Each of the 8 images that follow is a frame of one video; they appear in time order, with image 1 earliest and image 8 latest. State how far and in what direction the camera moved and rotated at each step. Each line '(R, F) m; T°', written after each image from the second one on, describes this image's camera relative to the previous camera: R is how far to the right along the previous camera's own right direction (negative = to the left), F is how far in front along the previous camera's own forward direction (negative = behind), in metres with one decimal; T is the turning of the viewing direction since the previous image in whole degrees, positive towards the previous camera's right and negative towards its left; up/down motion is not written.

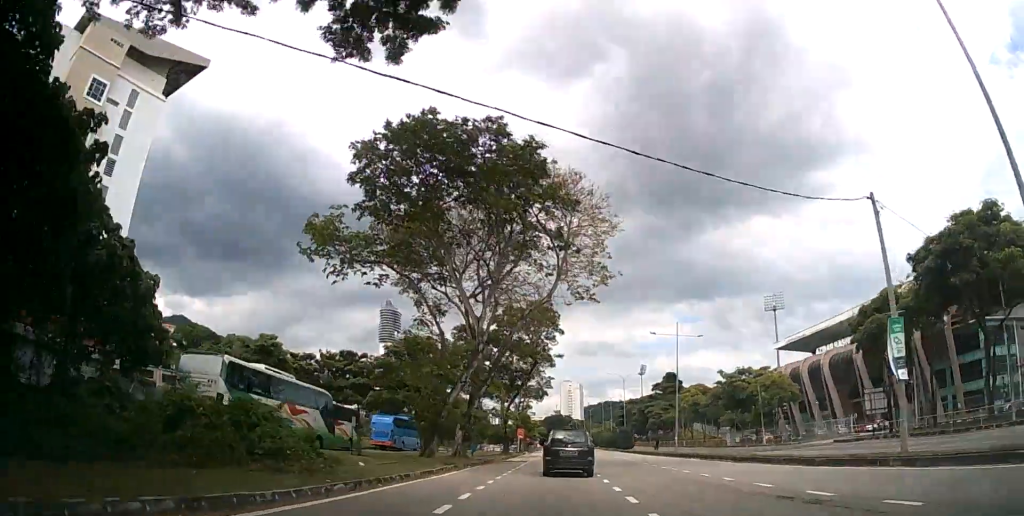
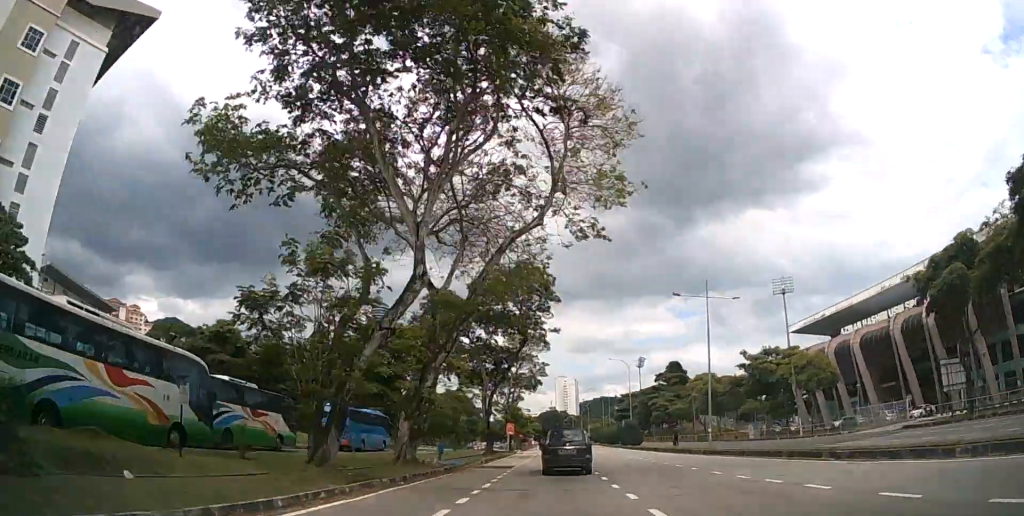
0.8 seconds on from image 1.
(0.0, +12.0) m; 0°
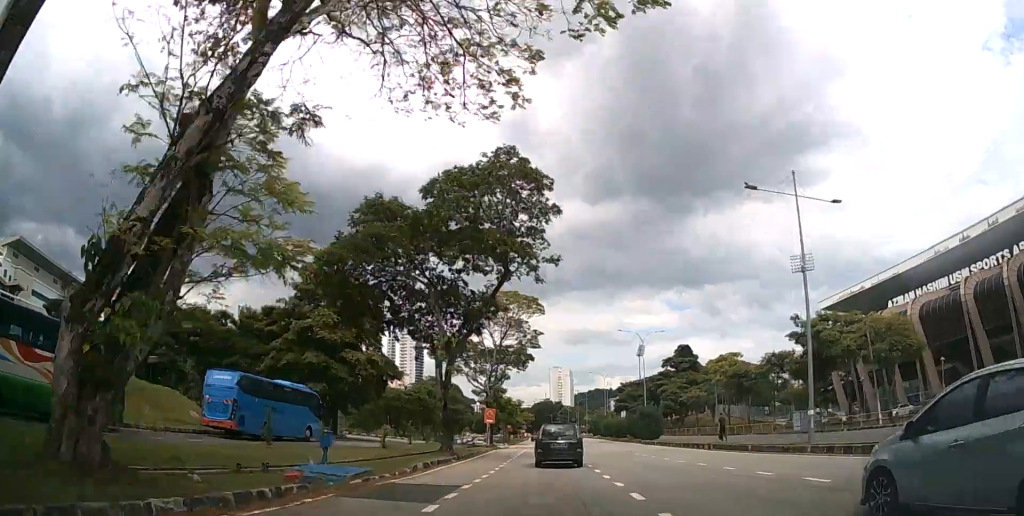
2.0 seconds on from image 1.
(+0.1, +16.3) m; +1°
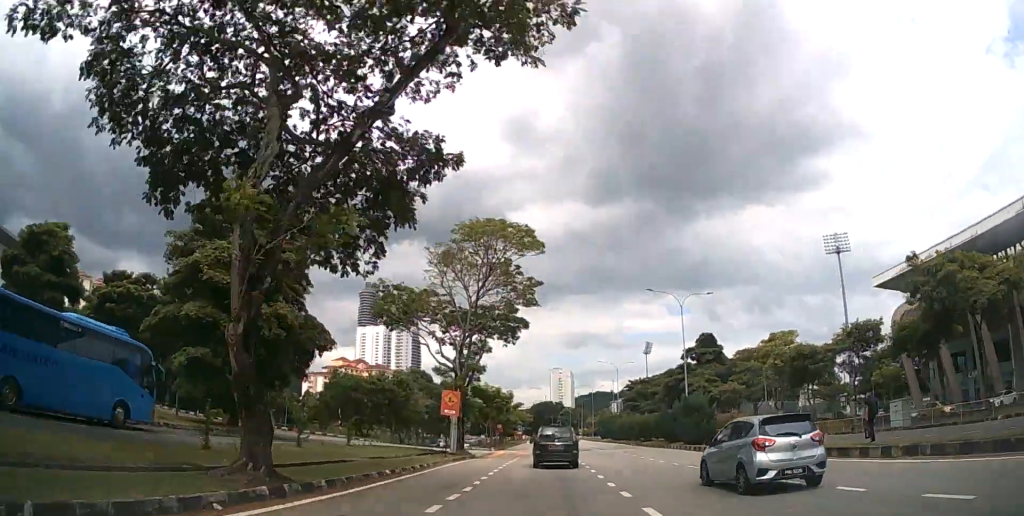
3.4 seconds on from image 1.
(0.0, +19.1) m; 0°
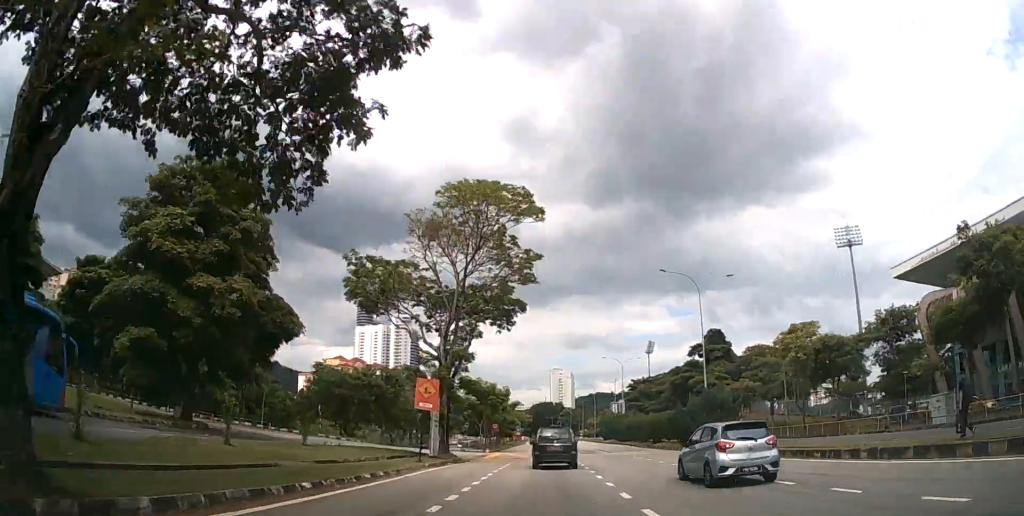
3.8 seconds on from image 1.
(0.0, +5.6) m; 0°
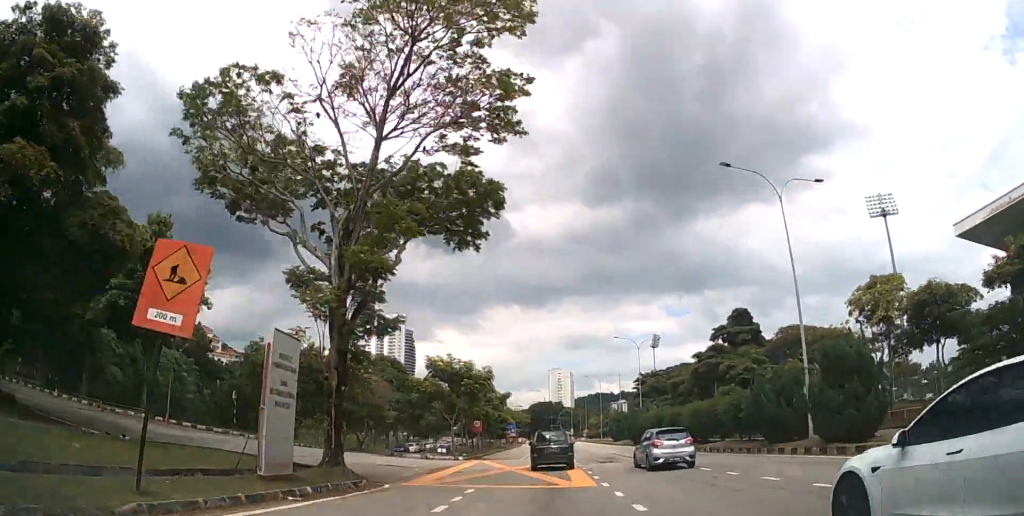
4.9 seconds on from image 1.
(0.0, +16.0) m; 0°
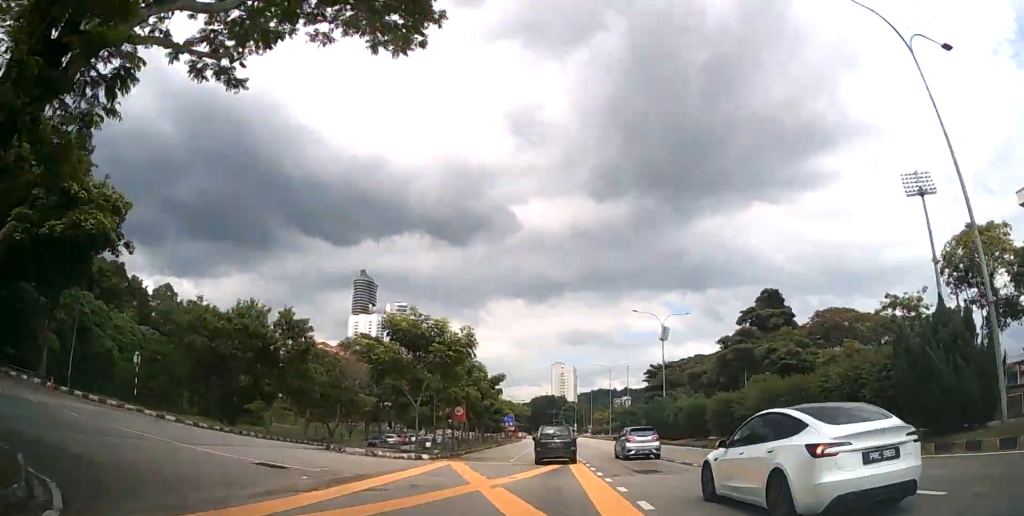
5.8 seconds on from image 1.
(0.0, +11.6) m; 0°
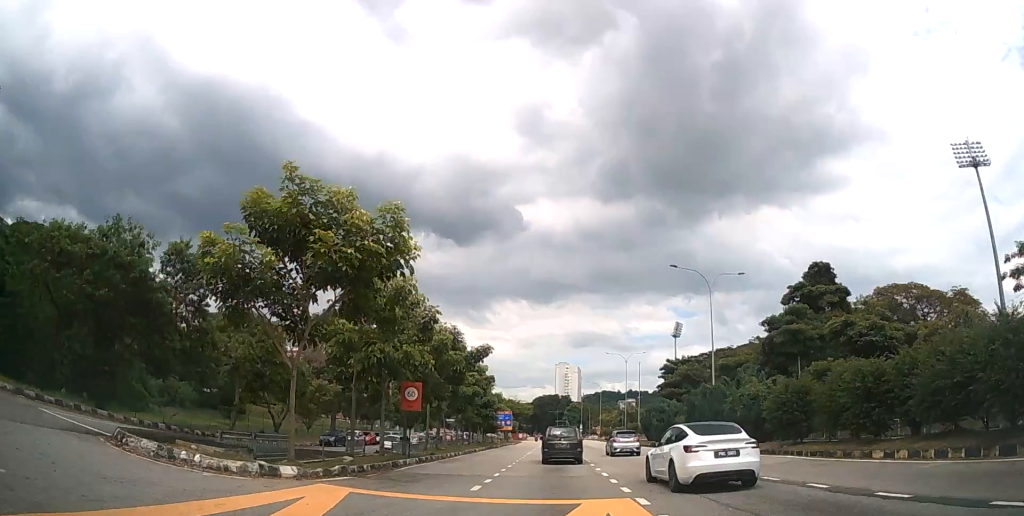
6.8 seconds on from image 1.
(0.0, +14.9) m; 0°
